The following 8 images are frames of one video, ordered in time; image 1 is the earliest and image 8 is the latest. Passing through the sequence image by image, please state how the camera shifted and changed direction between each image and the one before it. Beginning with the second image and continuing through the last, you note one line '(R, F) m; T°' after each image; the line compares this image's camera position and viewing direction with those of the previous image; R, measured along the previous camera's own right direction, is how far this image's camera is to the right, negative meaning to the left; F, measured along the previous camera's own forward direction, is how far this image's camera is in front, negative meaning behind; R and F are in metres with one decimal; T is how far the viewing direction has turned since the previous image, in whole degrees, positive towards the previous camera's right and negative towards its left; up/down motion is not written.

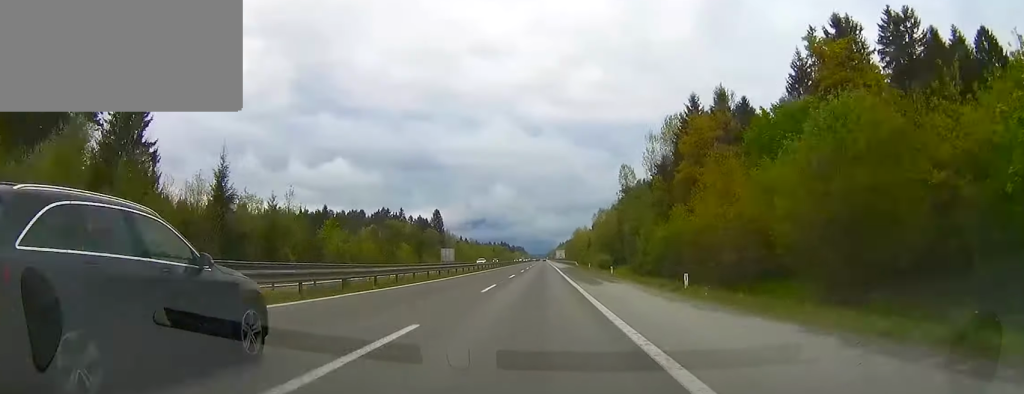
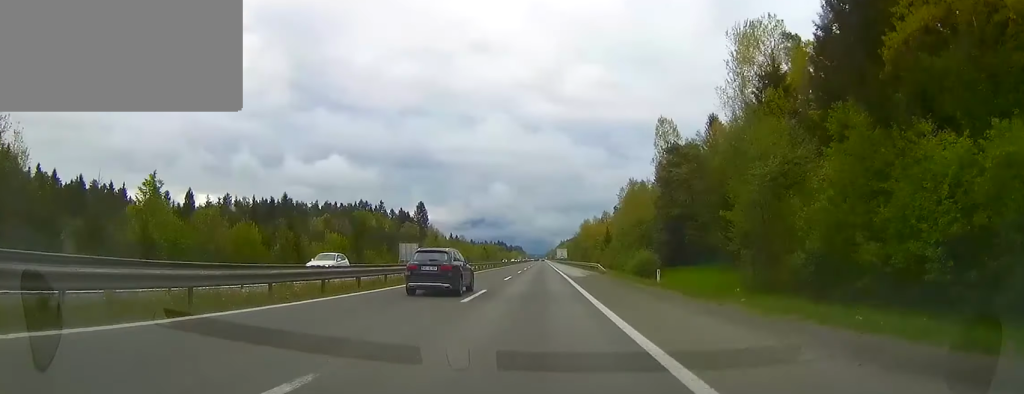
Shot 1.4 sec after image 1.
(0.0, +42.3) m; 0°
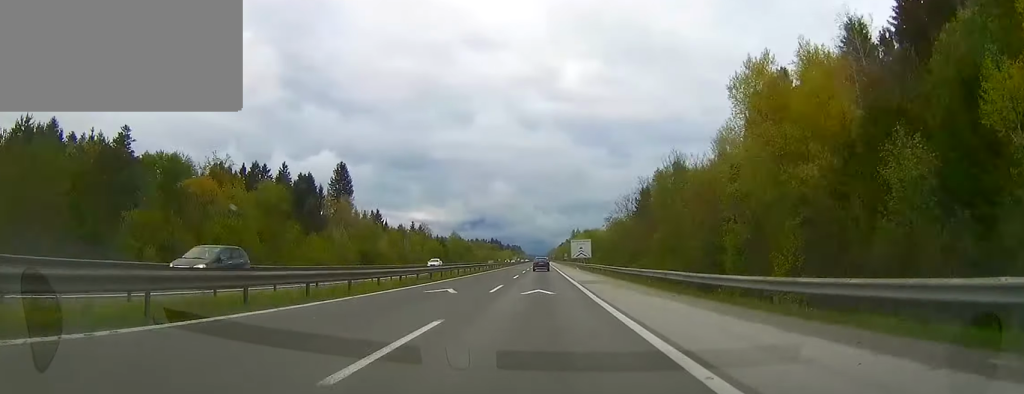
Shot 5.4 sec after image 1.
(+0.4, +121.8) m; 0°
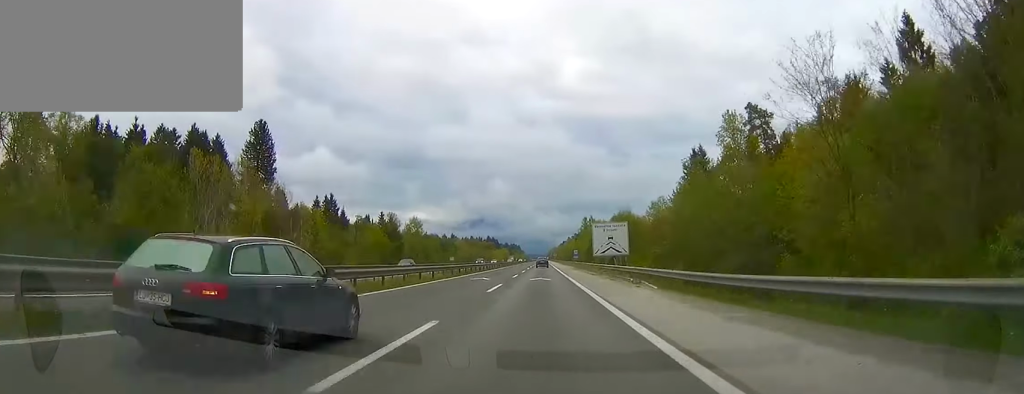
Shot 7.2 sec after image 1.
(+0.1, +55.1) m; 0°
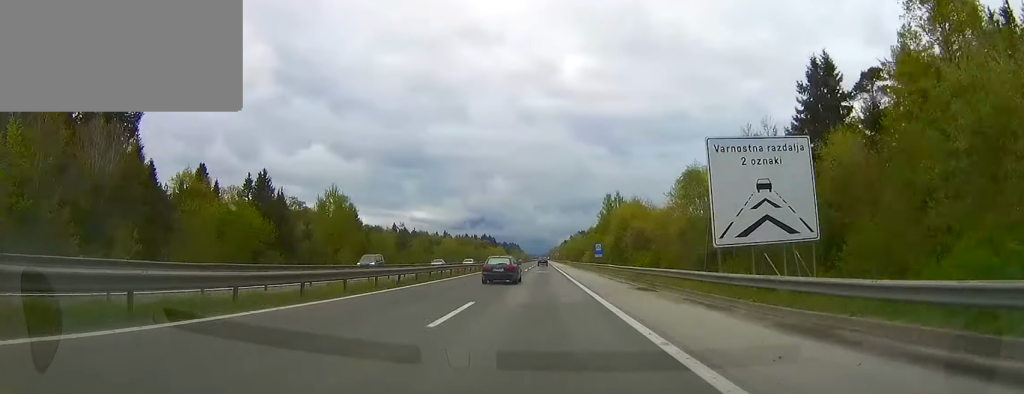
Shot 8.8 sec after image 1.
(+0.1, +49.1) m; 0°
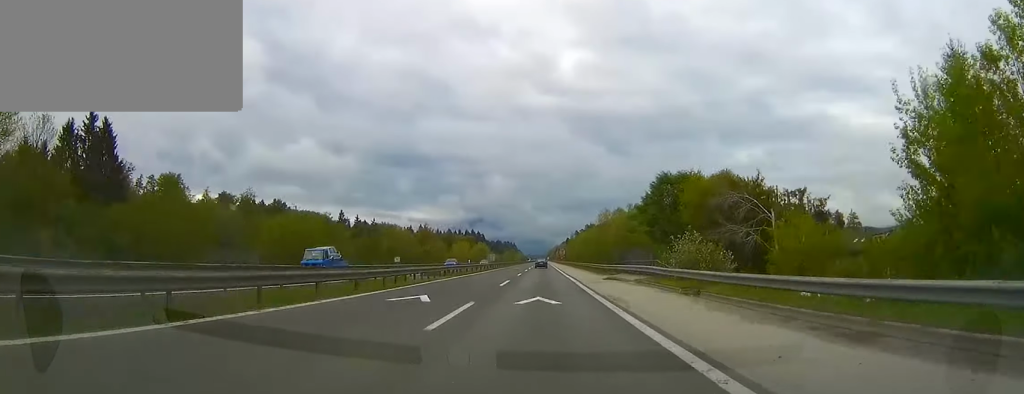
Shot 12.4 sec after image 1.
(-0.1, +110.5) m; 0°
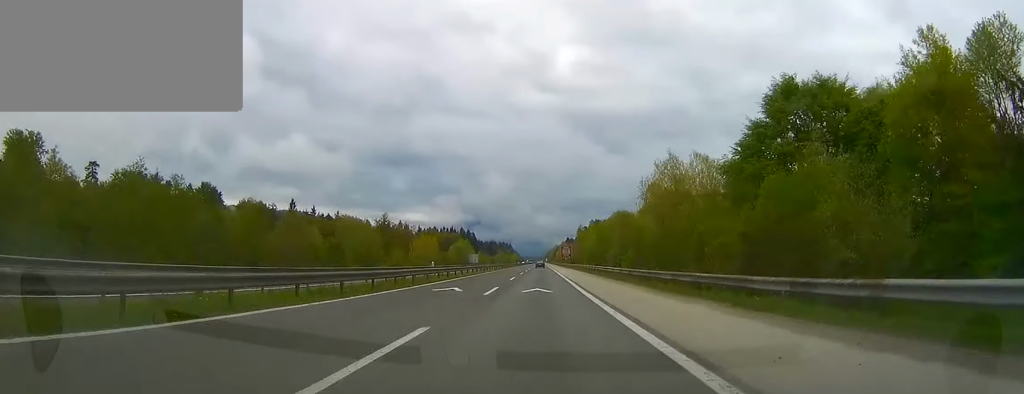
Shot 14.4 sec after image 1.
(-0.1, +61.4) m; 0°
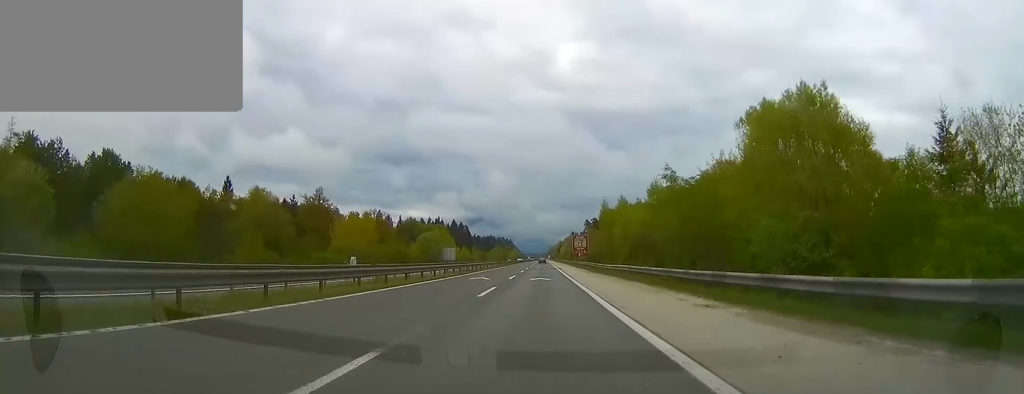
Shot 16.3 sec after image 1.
(0.0, +58.5) m; 0°
